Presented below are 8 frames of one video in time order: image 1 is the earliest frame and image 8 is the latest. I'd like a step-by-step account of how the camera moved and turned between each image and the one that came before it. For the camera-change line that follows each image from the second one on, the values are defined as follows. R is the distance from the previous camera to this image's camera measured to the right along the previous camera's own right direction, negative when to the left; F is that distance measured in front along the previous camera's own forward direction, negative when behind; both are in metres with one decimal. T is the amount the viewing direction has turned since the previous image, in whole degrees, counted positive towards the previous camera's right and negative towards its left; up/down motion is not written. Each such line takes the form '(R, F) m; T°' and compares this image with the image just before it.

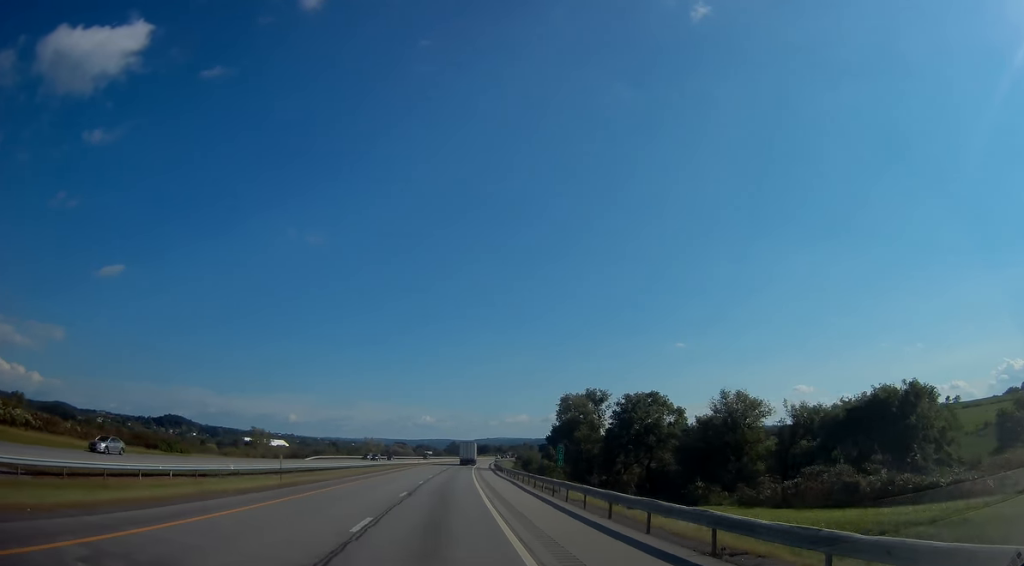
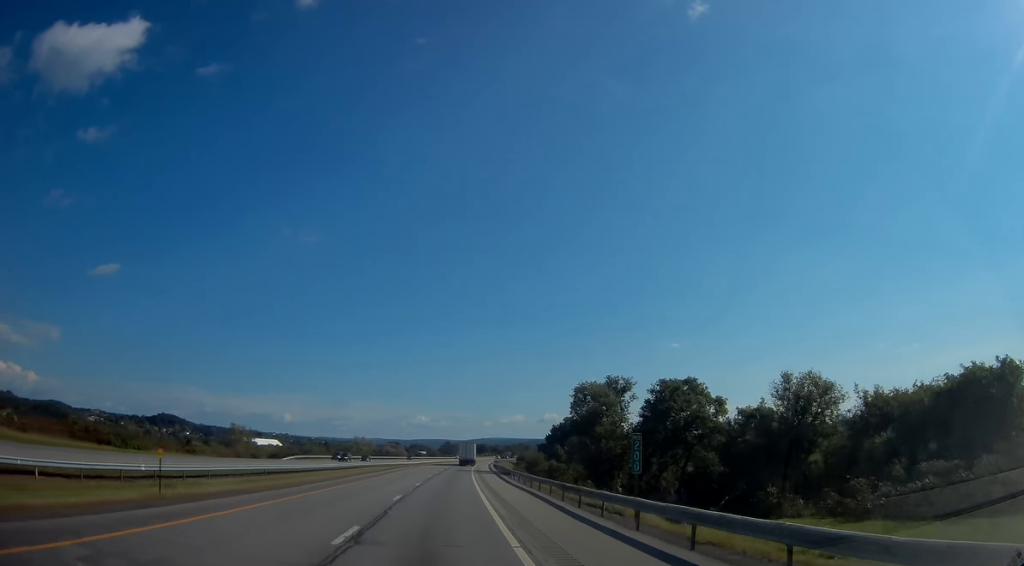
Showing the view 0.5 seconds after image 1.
(+0.2, +14.3) m; +1°
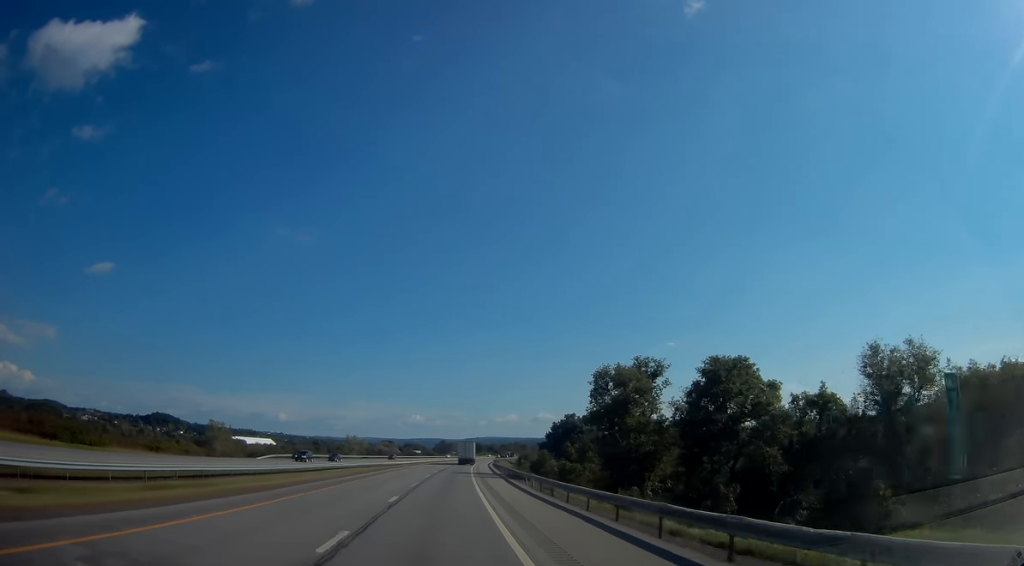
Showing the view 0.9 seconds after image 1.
(+0.1, +13.3) m; 0°
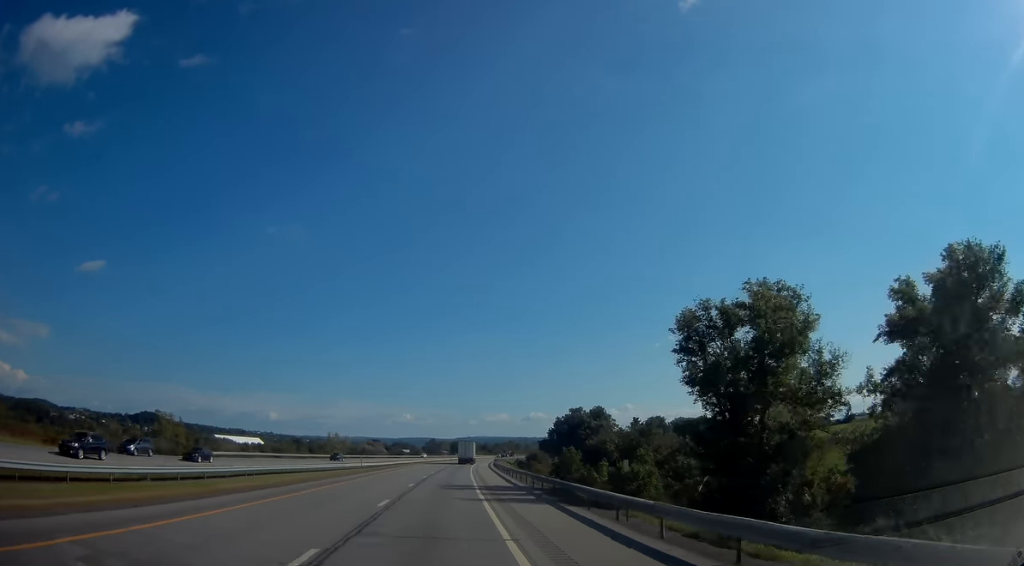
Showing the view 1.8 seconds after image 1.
(+0.1, +27.5) m; +1°
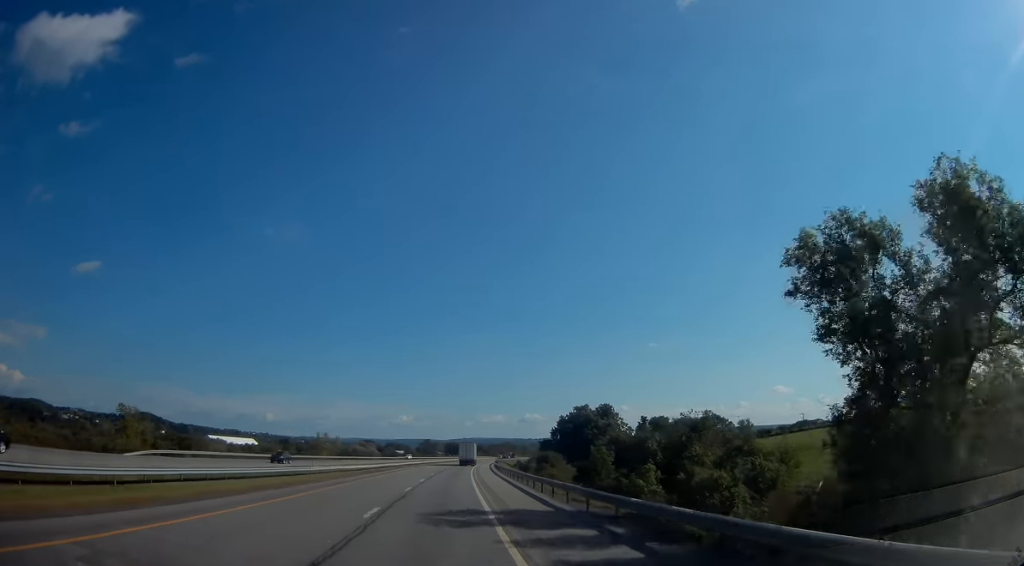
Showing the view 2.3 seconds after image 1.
(+0.1, +15.3) m; +1°
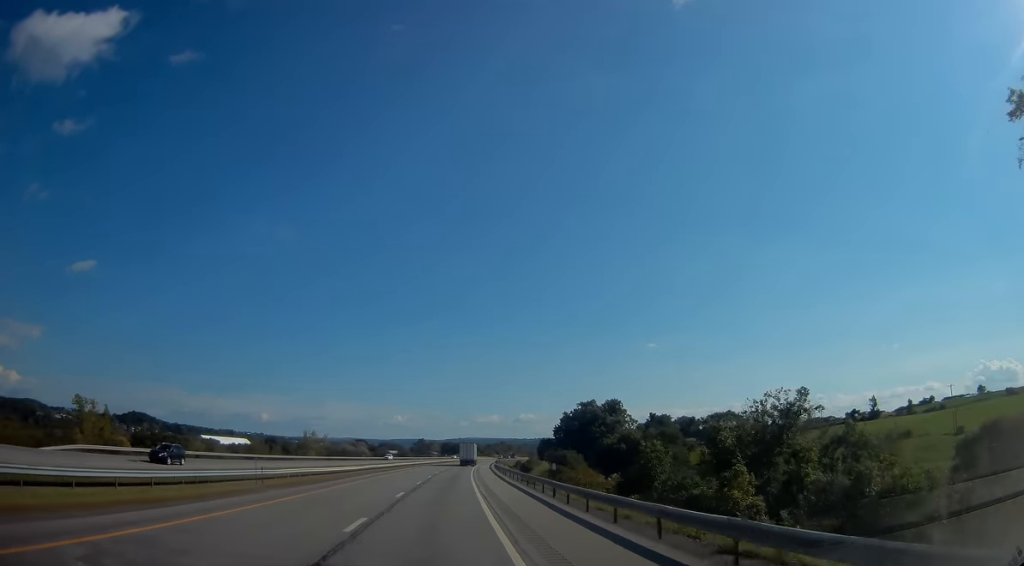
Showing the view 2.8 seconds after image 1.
(+0.2, +15.3) m; 0°
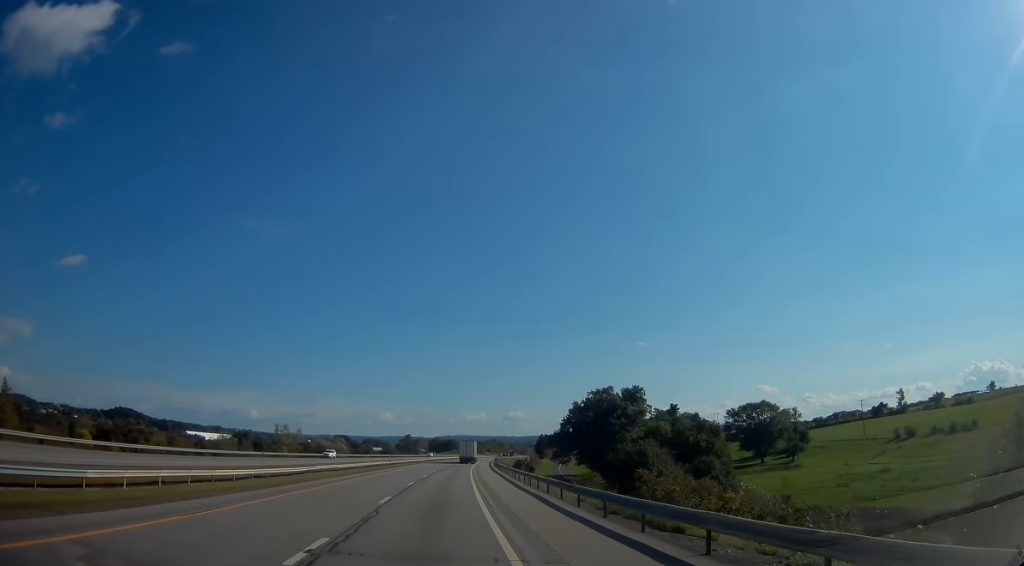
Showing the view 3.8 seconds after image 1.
(+0.1, +29.5) m; +1°
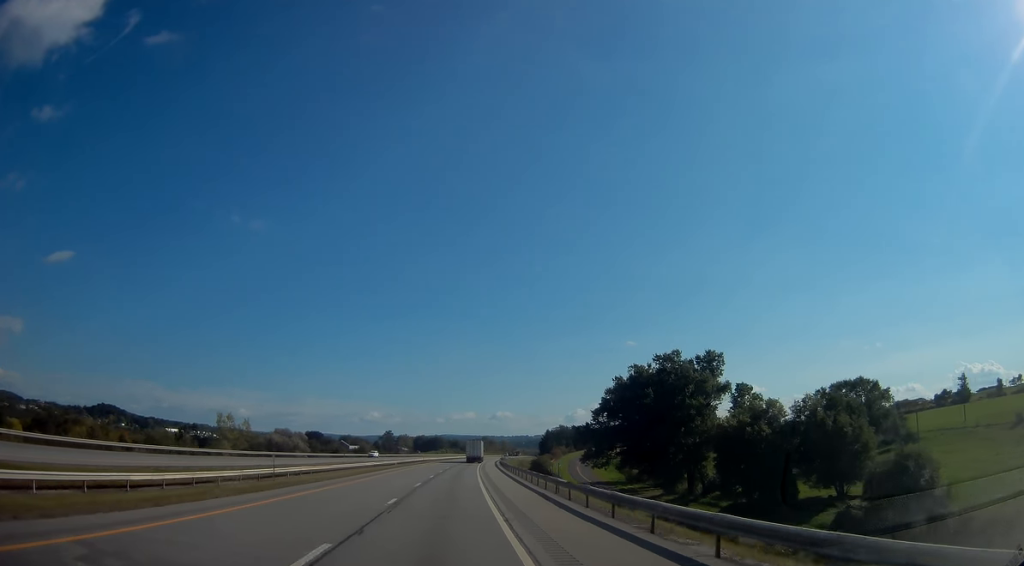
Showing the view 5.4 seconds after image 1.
(+0.4, +49.5) m; +1°
